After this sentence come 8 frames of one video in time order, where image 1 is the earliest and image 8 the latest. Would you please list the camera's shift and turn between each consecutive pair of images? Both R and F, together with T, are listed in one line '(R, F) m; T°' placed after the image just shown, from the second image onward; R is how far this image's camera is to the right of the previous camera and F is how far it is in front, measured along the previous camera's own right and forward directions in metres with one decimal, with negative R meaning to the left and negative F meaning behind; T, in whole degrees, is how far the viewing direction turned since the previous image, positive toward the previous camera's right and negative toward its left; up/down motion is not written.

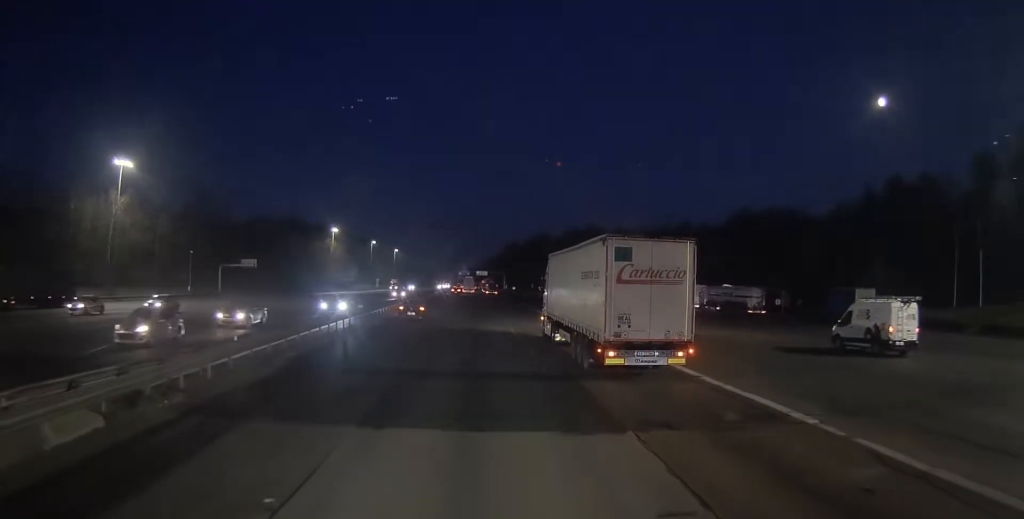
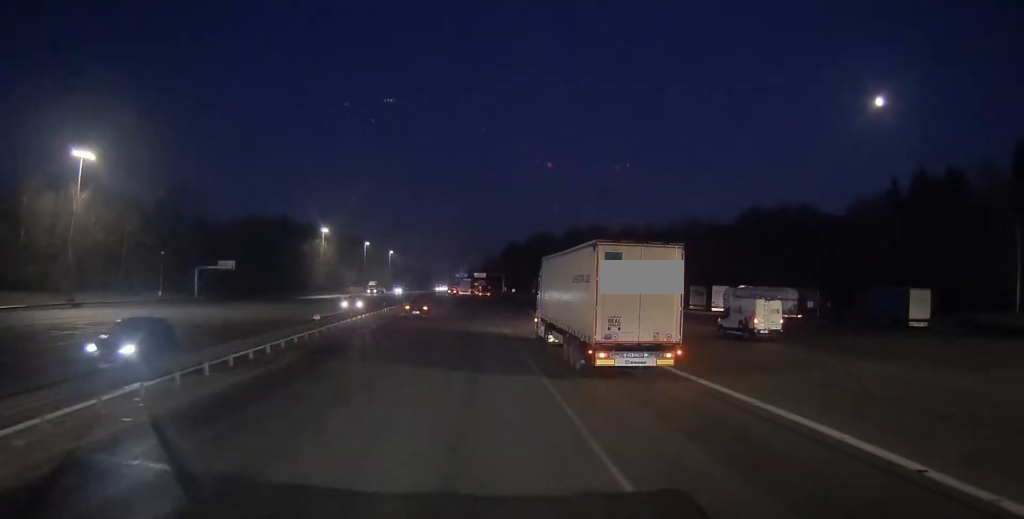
(0.0, +14.1) m; +2°
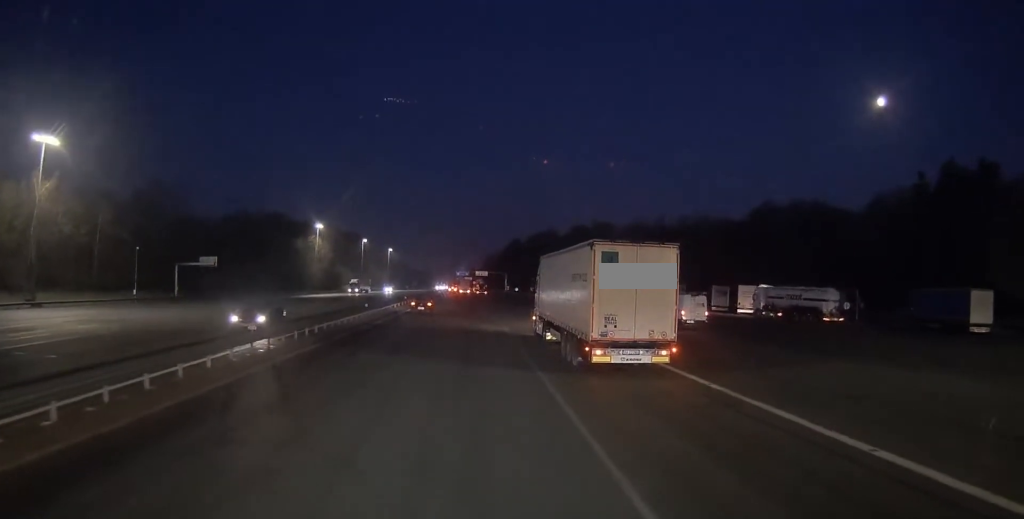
(+0.2, +11.5) m; +1°
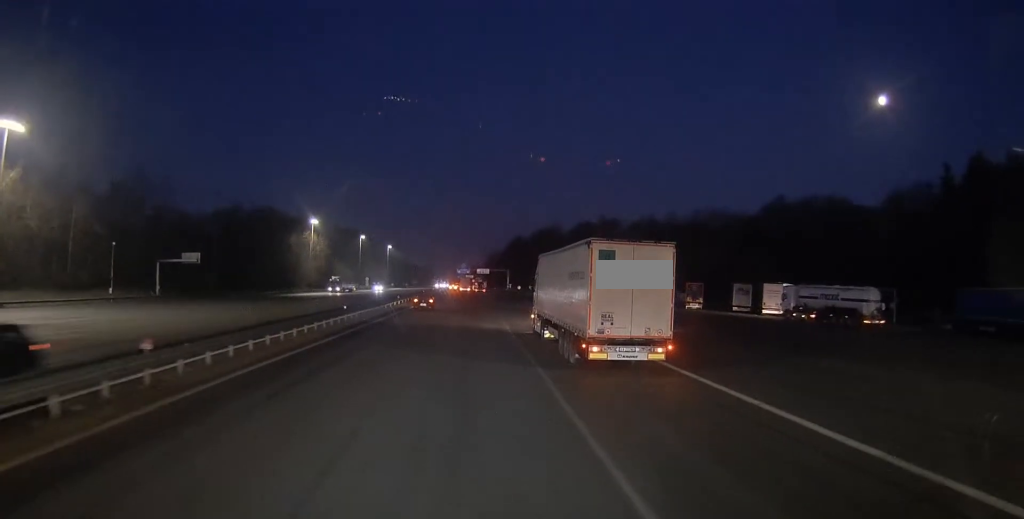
(-0.1, +9.5) m; +1°
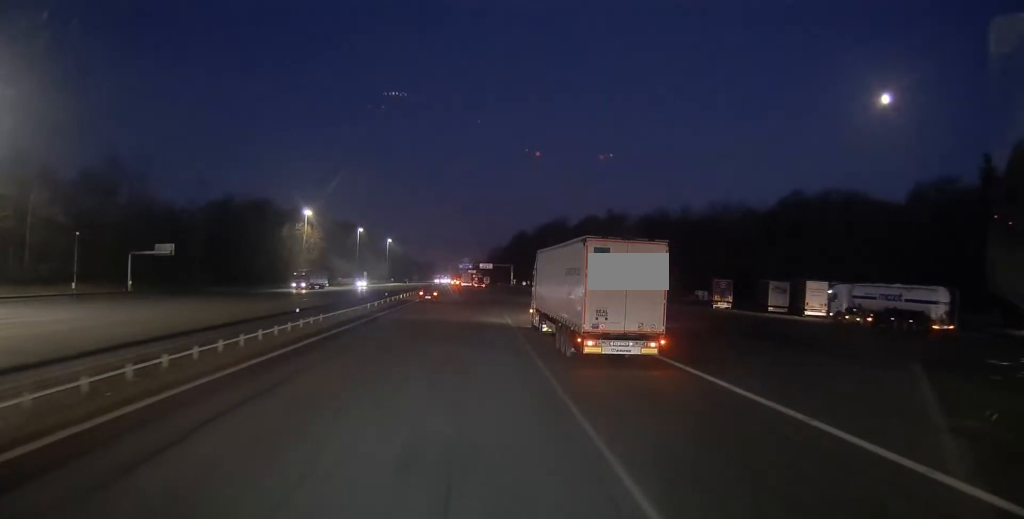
(+0.4, +12.2) m; +3°
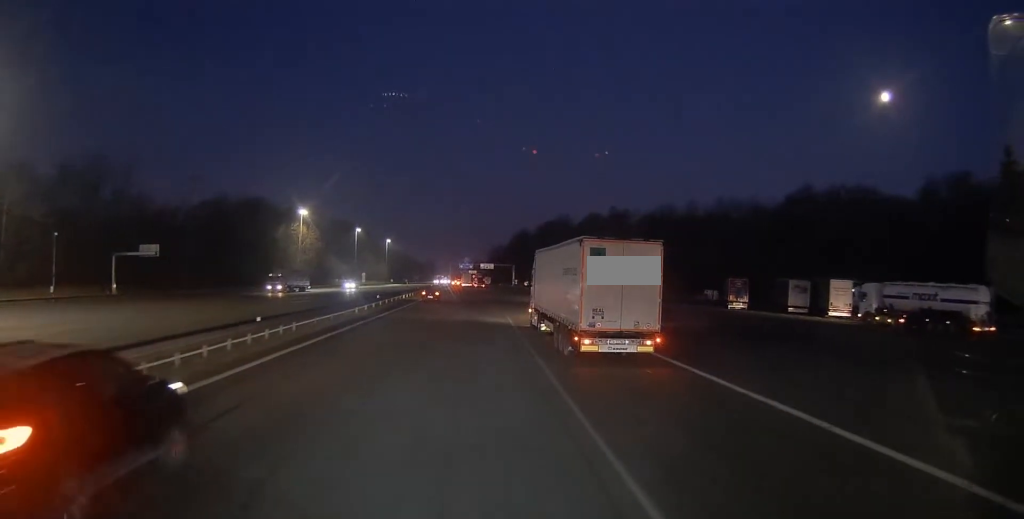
(+0.2, +5.8) m; +1°
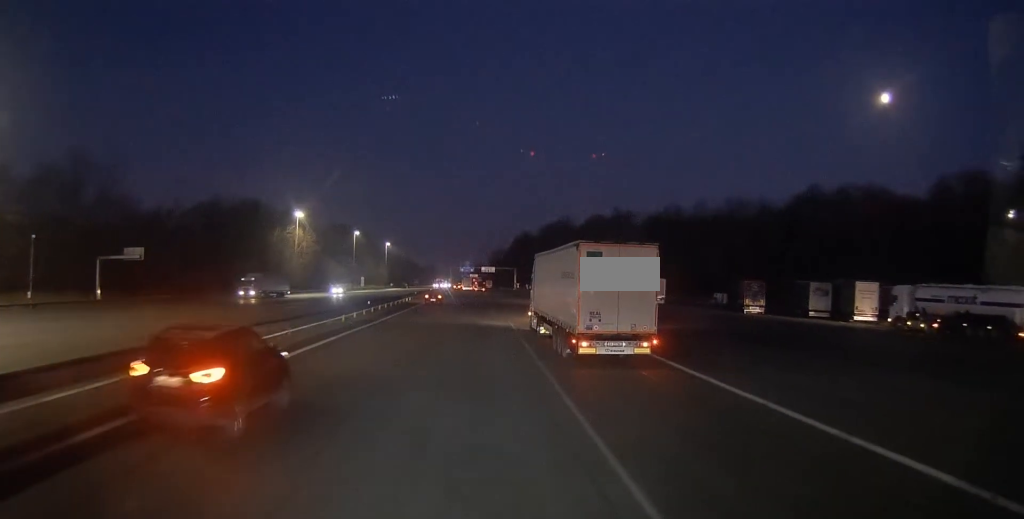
(-0.1, +5.2) m; 0°
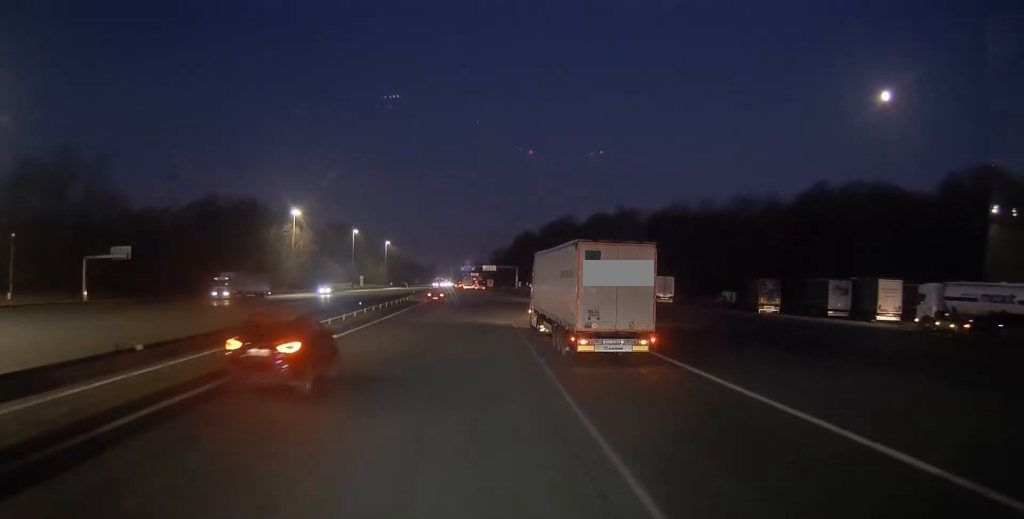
(0.0, +4.5) m; 0°
